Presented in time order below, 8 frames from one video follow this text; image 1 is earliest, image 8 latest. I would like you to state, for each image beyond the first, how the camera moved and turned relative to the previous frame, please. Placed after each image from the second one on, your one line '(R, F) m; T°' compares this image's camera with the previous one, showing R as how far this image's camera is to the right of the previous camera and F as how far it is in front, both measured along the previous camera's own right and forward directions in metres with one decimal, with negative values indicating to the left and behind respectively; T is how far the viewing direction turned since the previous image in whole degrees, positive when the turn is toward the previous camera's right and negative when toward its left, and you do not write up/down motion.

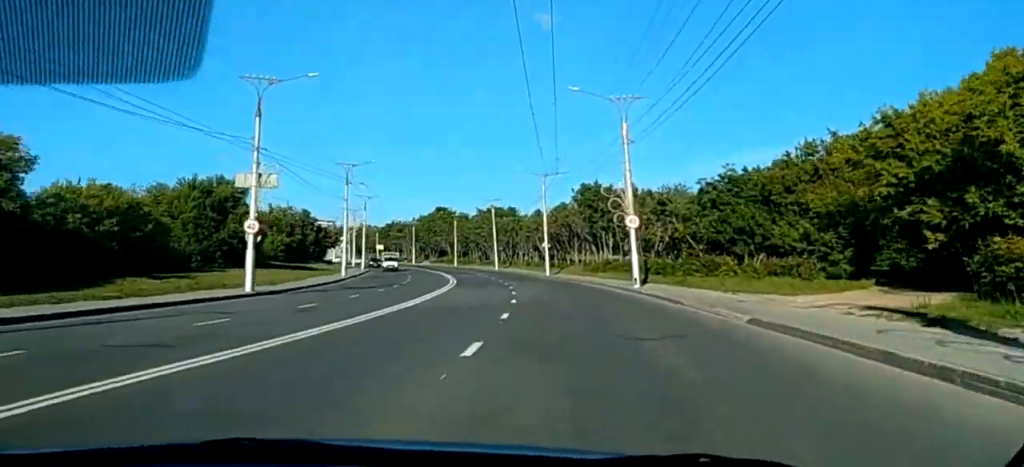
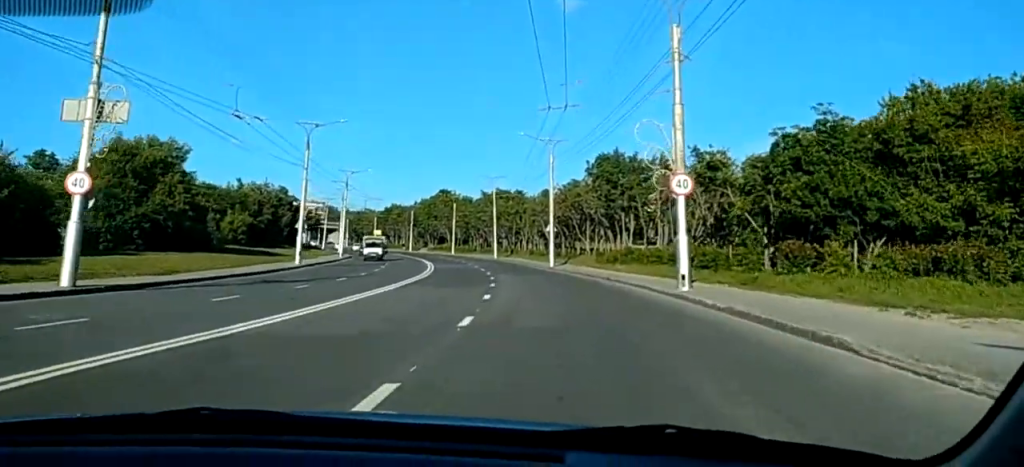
(-0.7, +14.1) m; -1°
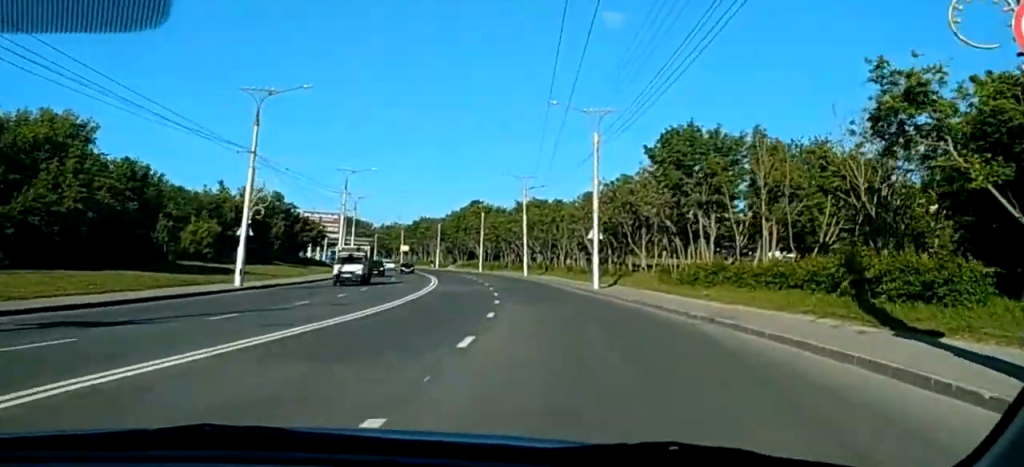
(+0.5, +16.5) m; -2°
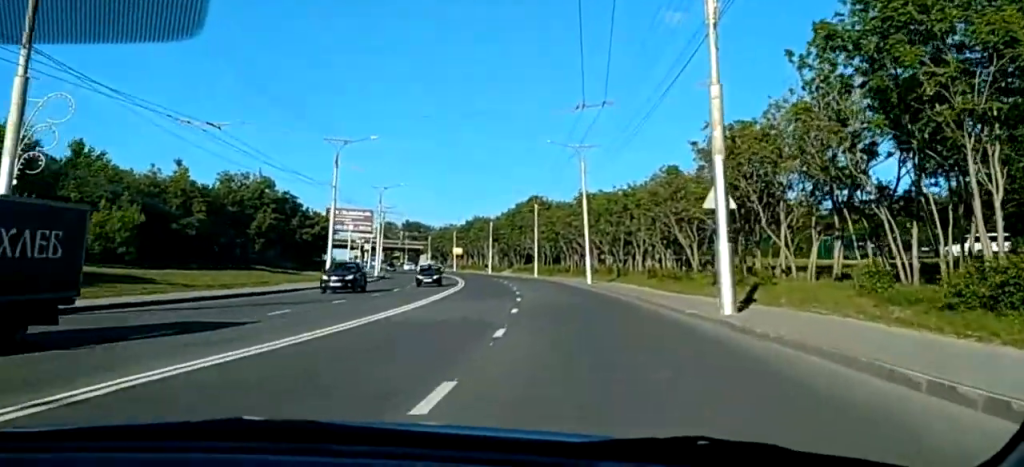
(-1.6, +22.3) m; -7°
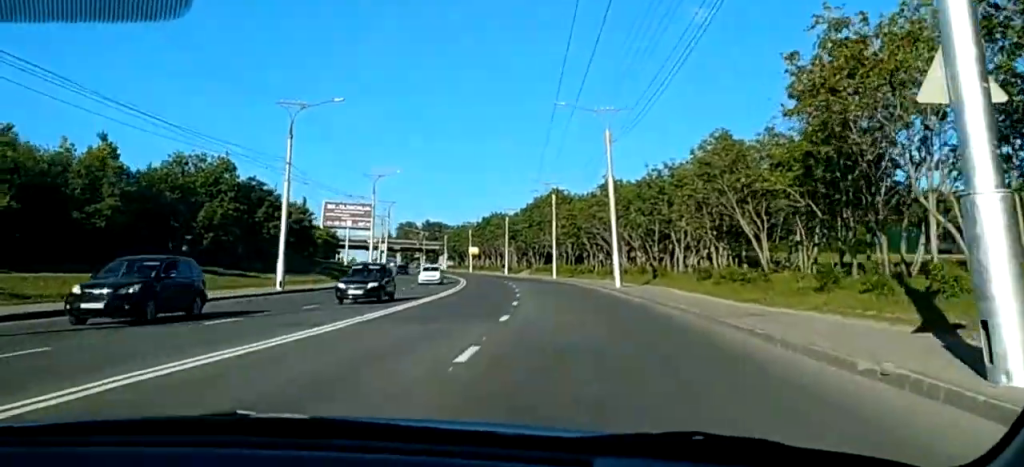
(-0.3, +12.5) m; -3°
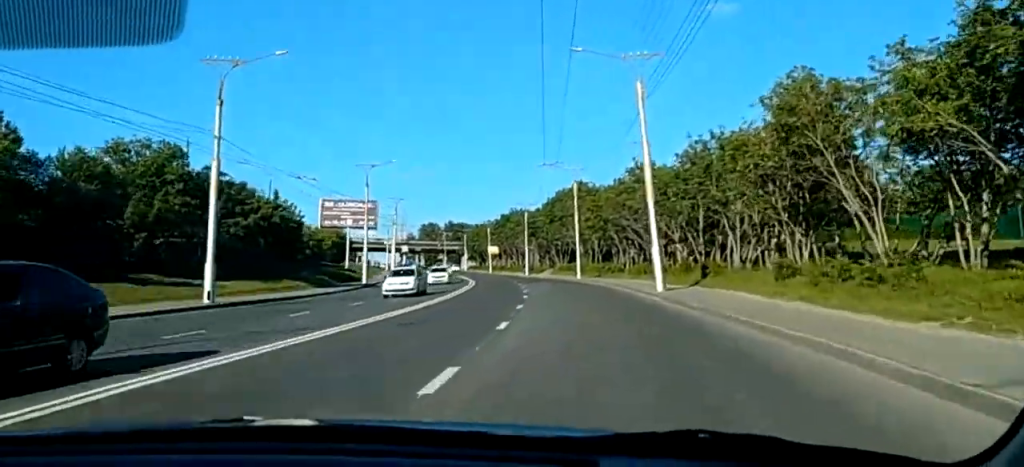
(-0.3, +10.4) m; -3°
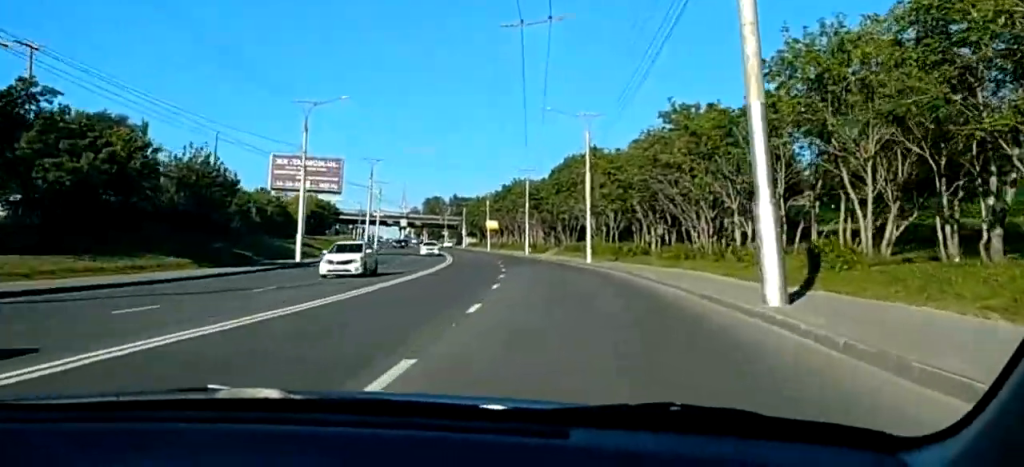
(-0.8, +17.4) m; -4°
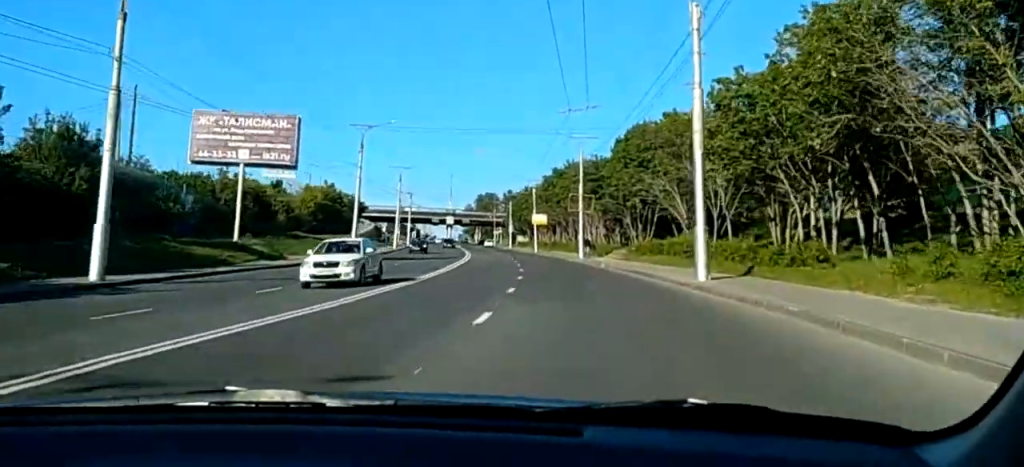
(-0.8, +26.0) m; -2°
